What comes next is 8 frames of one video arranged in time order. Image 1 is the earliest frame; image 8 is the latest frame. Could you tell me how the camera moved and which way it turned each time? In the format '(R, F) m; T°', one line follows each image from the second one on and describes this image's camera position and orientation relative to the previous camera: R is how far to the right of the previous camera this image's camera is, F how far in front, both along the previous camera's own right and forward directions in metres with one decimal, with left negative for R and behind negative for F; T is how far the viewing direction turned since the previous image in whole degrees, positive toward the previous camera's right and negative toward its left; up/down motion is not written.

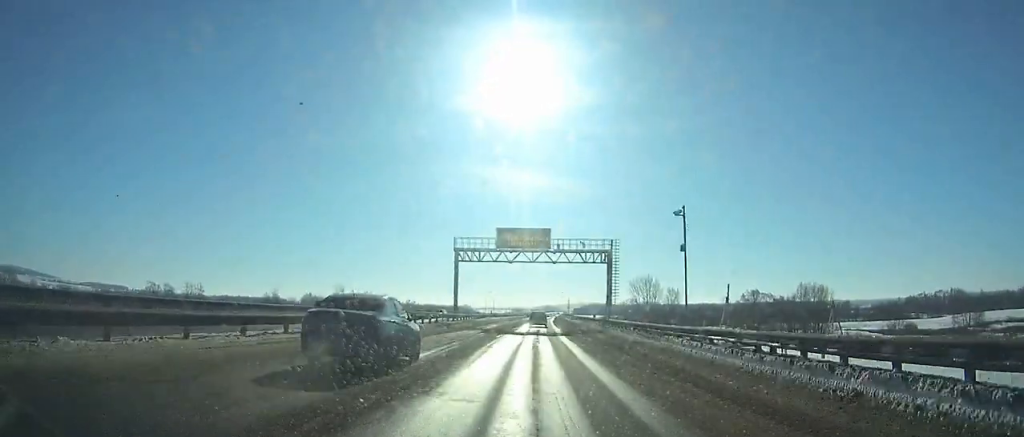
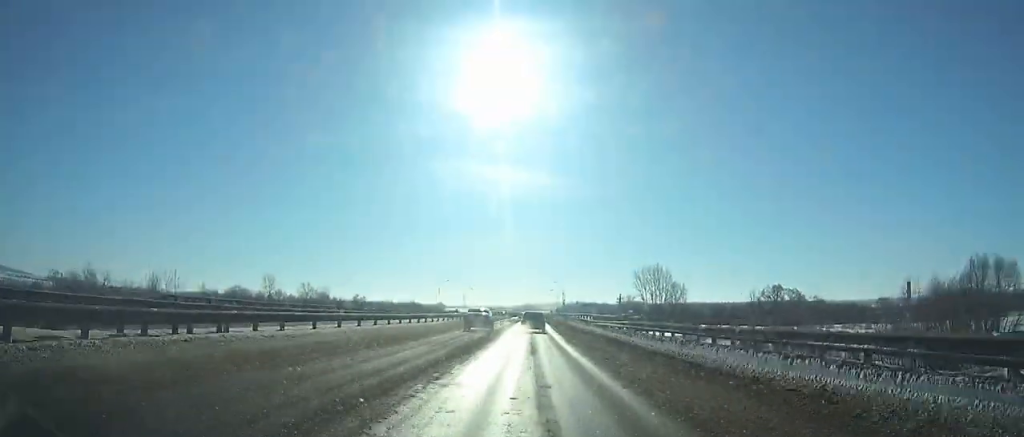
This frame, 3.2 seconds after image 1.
(+1.1, +69.8) m; +1°
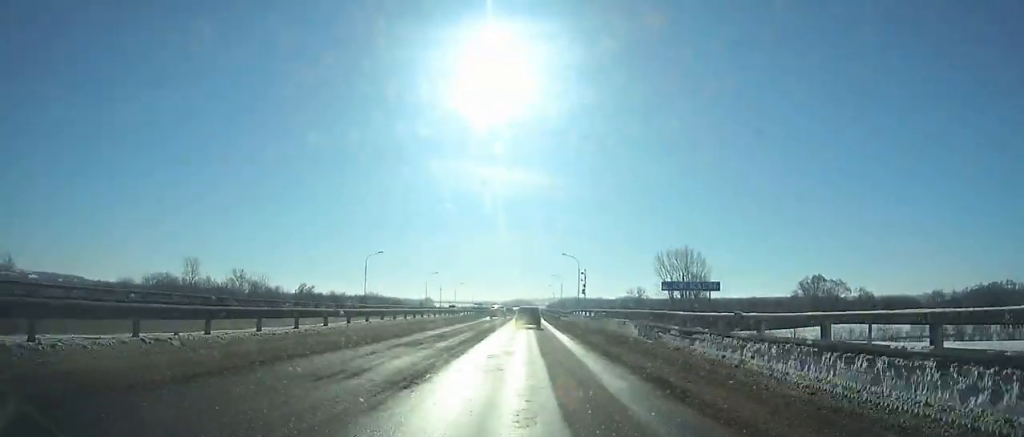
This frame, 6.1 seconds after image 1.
(+0.5, +59.4) m; +1°
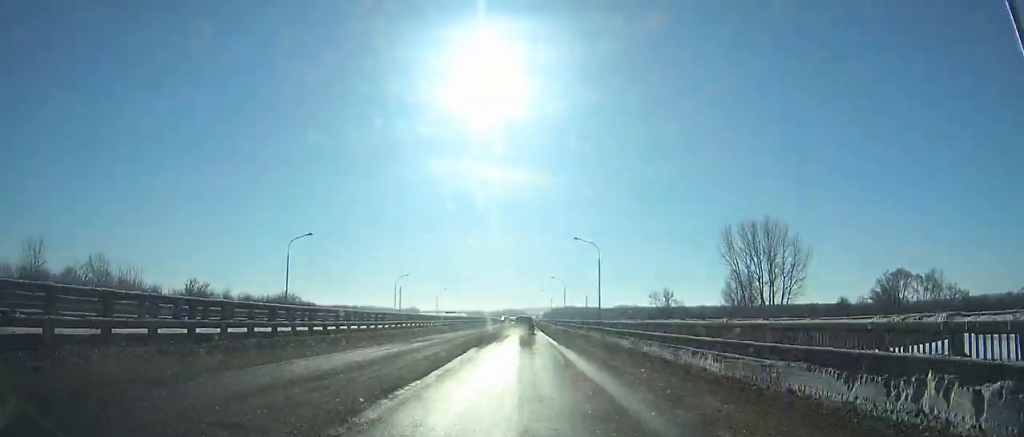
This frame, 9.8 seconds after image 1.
(+0.3, +70.3) m; 0°
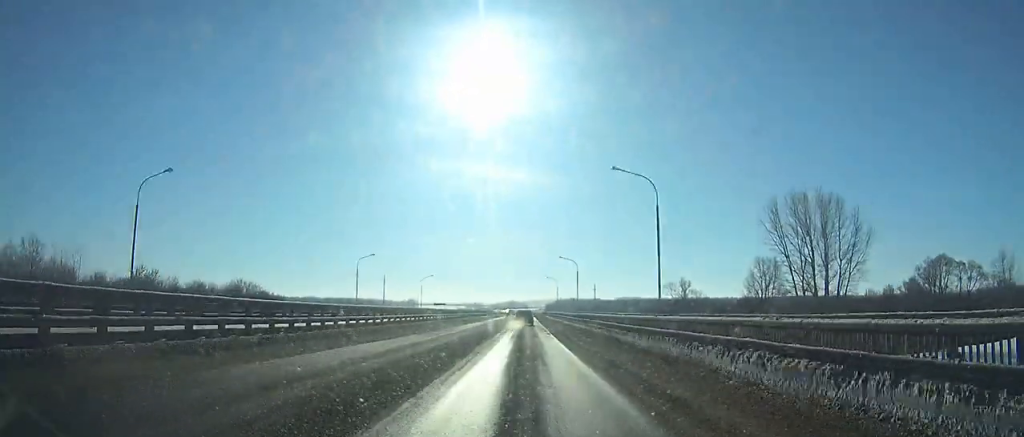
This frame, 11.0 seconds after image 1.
(0.0, +23.1) m; 0°
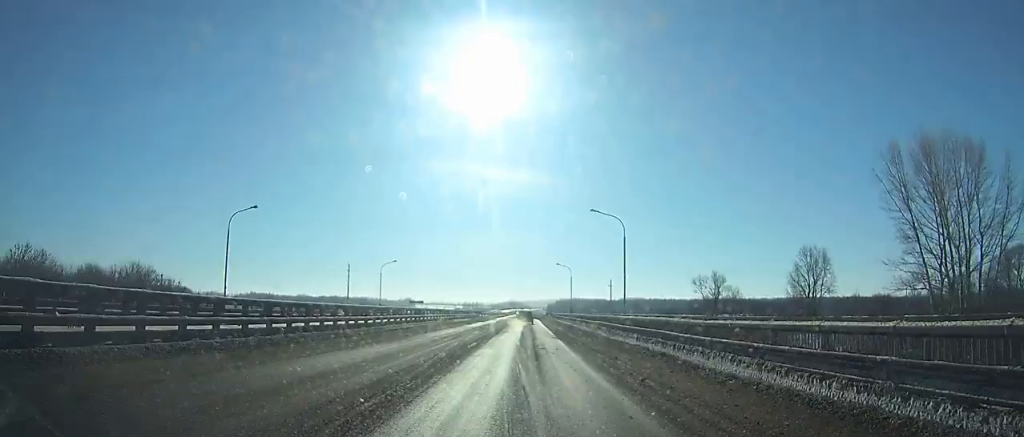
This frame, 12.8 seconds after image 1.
(+0.1, +34.6) m; 0°
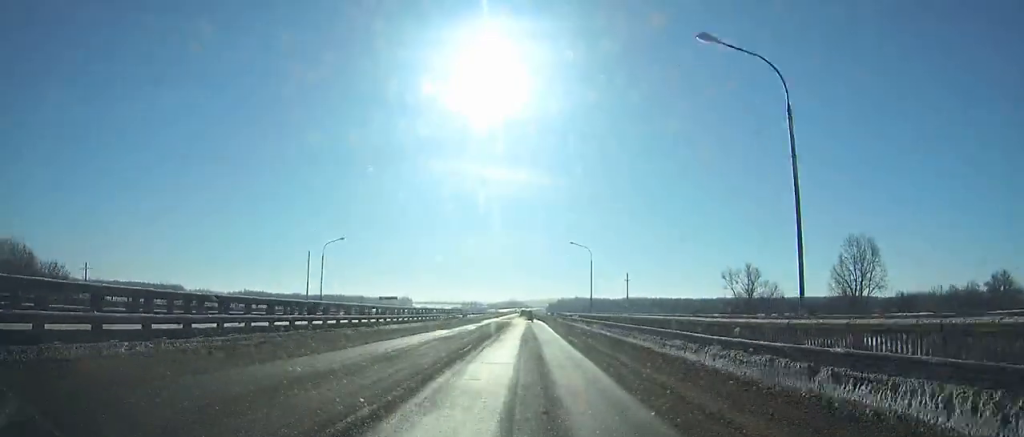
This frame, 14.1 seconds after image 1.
(-0.1, +26.7) m; 0°
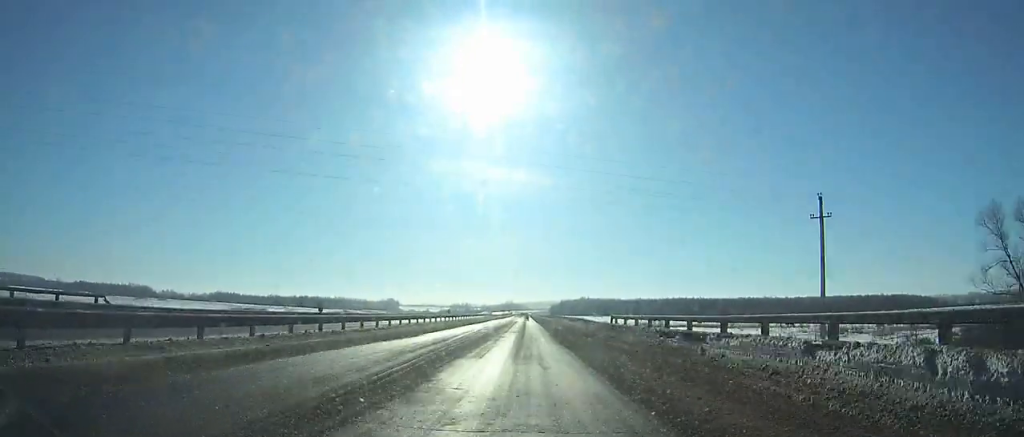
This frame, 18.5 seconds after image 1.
(0.0, +94.4) m; 0°
